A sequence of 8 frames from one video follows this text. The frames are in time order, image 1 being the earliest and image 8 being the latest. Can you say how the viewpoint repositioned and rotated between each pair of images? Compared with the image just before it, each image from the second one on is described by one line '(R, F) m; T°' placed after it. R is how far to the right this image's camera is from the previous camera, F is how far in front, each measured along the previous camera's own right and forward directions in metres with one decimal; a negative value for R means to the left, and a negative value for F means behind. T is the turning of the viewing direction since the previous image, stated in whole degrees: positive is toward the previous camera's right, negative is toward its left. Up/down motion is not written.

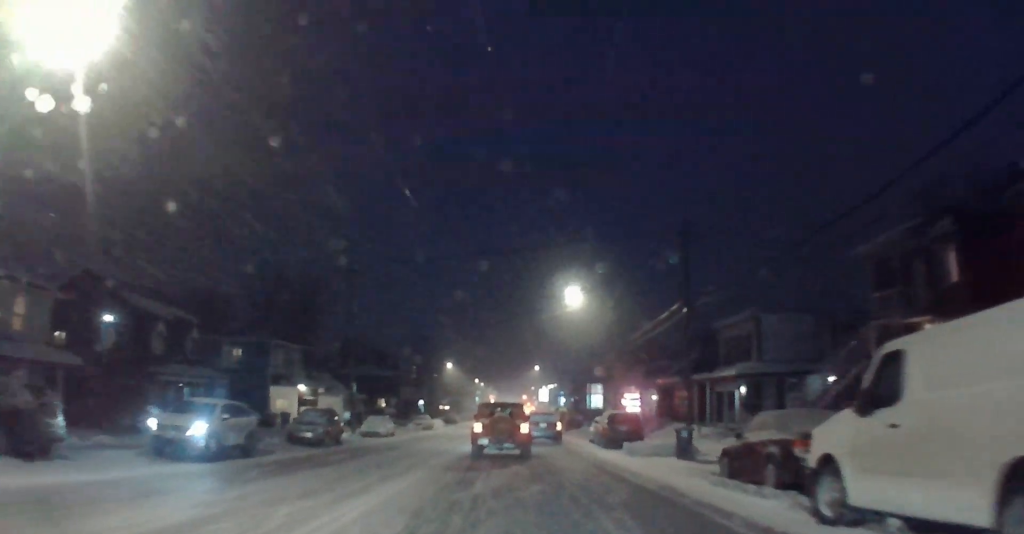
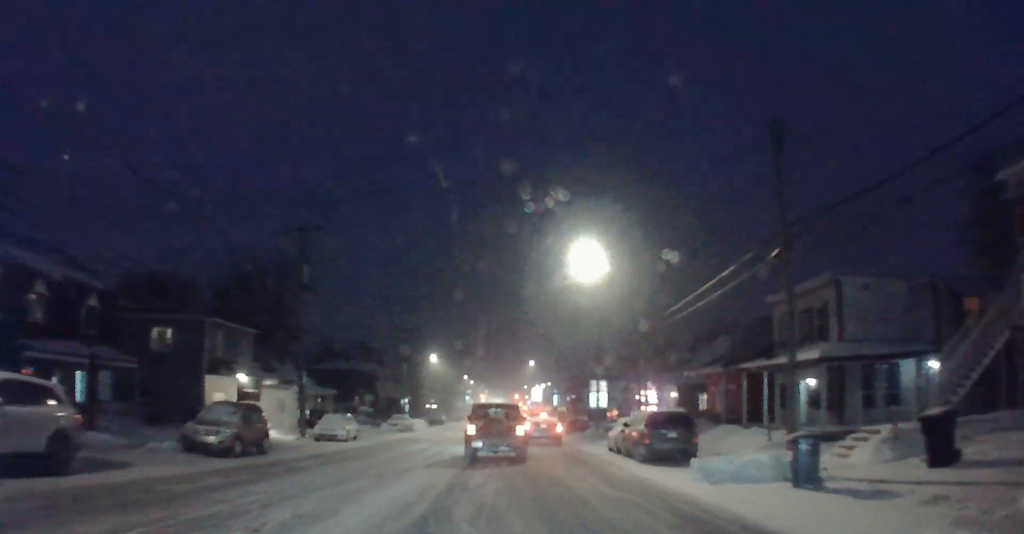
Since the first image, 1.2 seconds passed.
(+0.2, +9.7) m; +2°
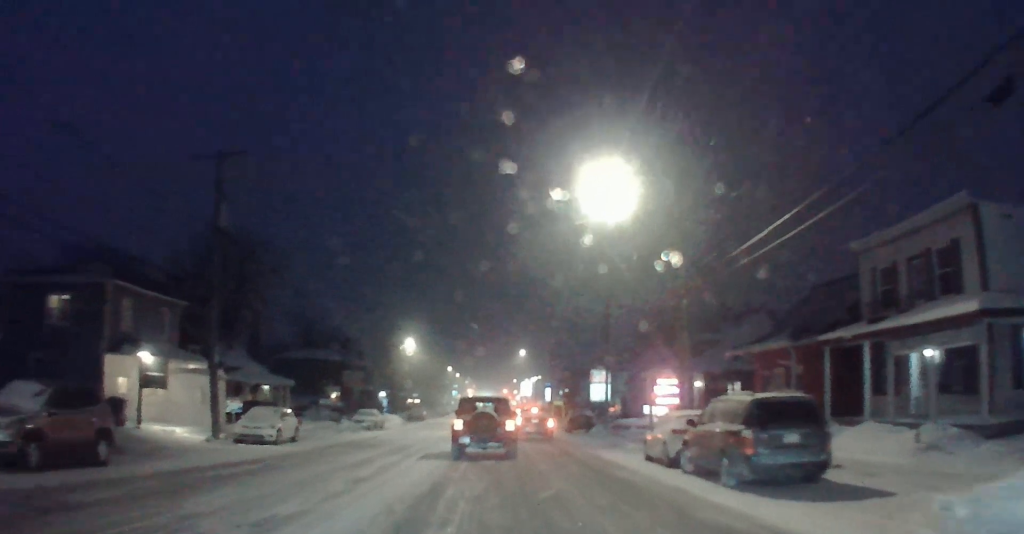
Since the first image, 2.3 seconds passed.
(+0.1, +9.5) m; 0°
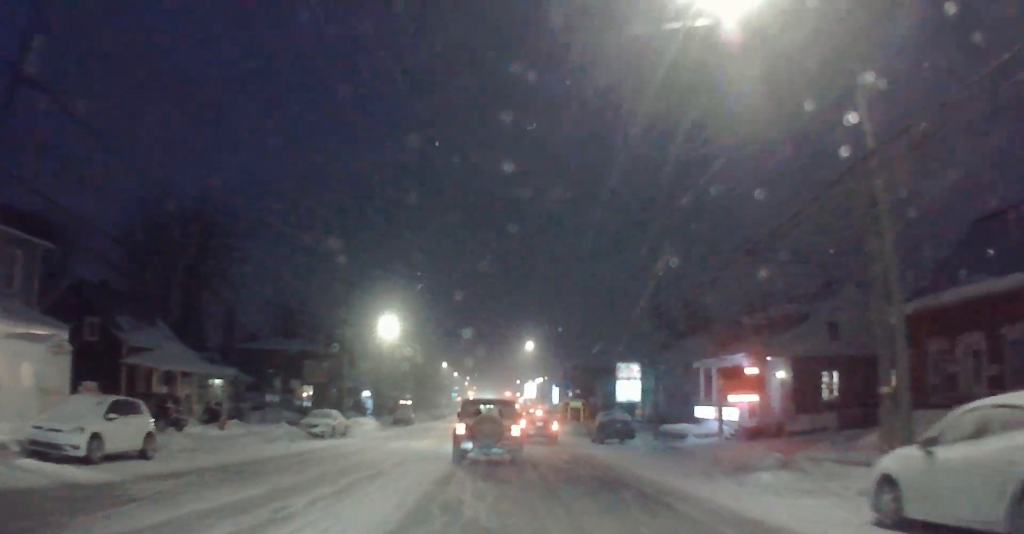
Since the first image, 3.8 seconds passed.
(-0.5, +12.4) m; -3°
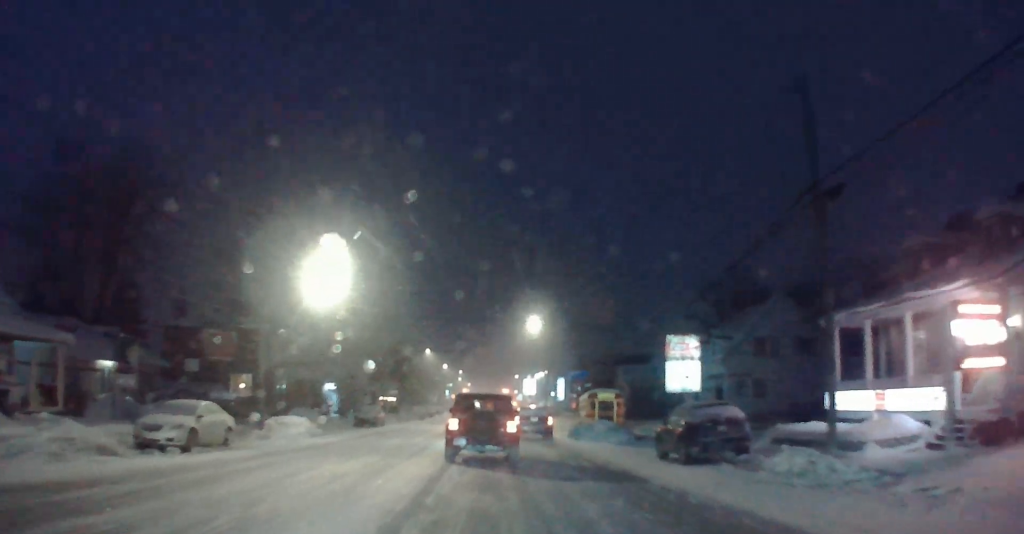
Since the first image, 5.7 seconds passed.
(+0.3, +15.4) m; +3°
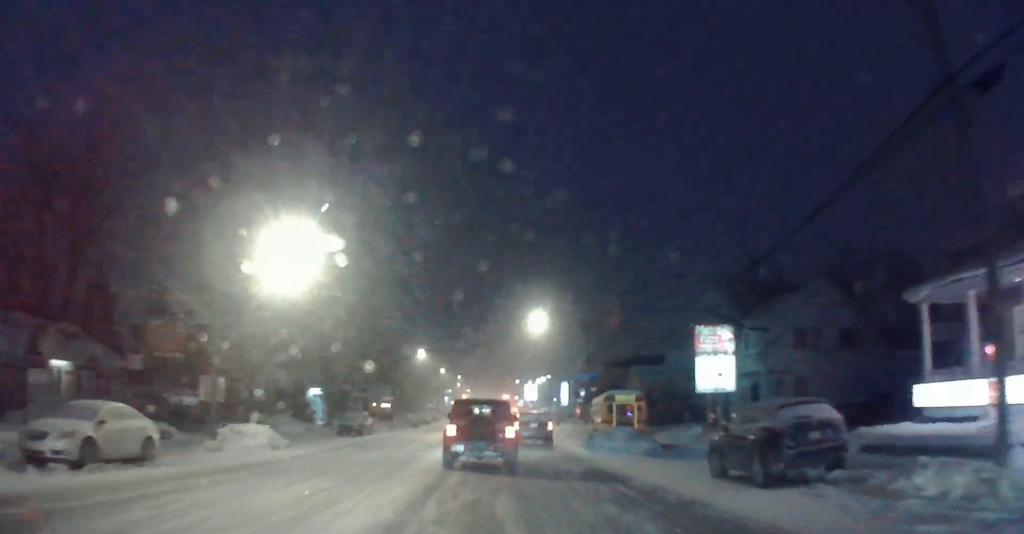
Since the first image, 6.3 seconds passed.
(0.0, +5.0) m; 0°
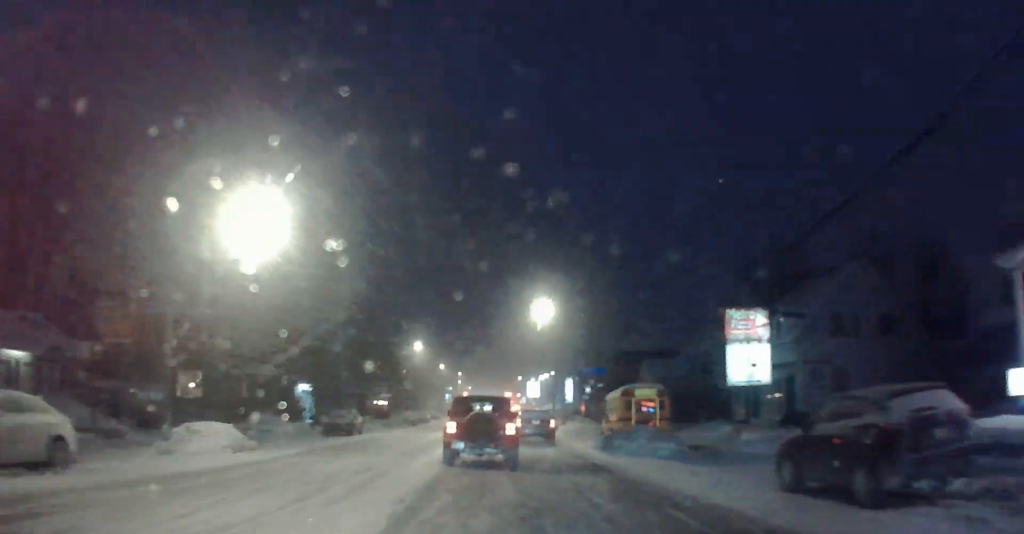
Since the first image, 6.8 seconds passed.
(0.0, +3.8) m; 0°
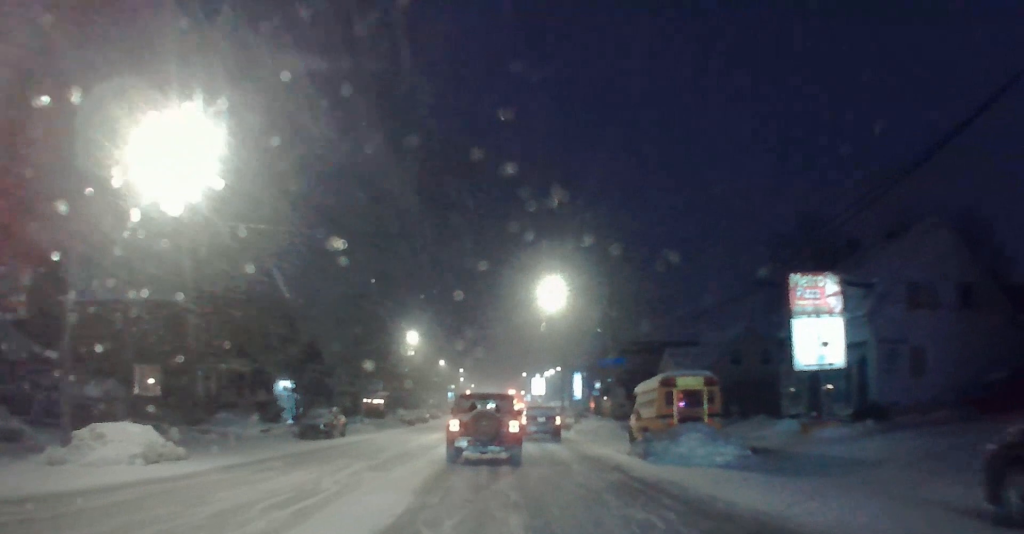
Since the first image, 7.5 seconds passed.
(0.0, +5.9) m; 0°
